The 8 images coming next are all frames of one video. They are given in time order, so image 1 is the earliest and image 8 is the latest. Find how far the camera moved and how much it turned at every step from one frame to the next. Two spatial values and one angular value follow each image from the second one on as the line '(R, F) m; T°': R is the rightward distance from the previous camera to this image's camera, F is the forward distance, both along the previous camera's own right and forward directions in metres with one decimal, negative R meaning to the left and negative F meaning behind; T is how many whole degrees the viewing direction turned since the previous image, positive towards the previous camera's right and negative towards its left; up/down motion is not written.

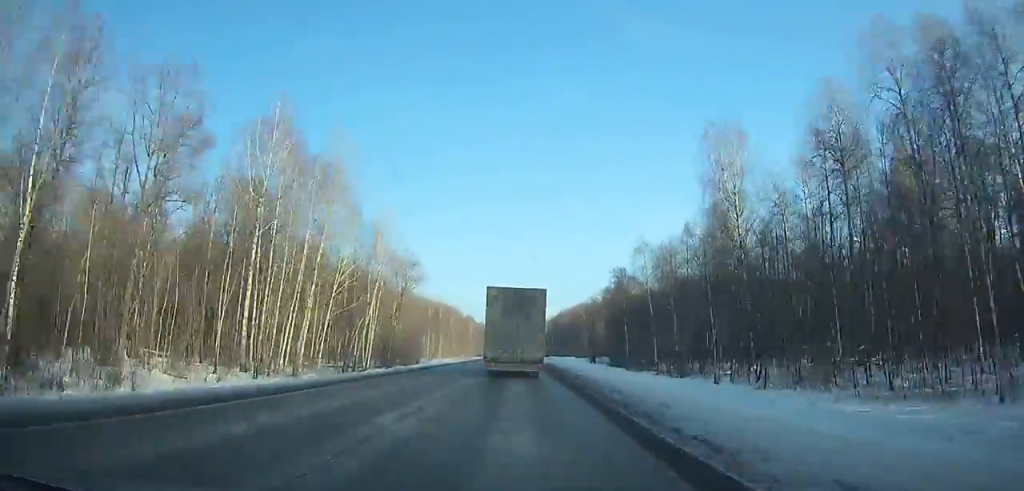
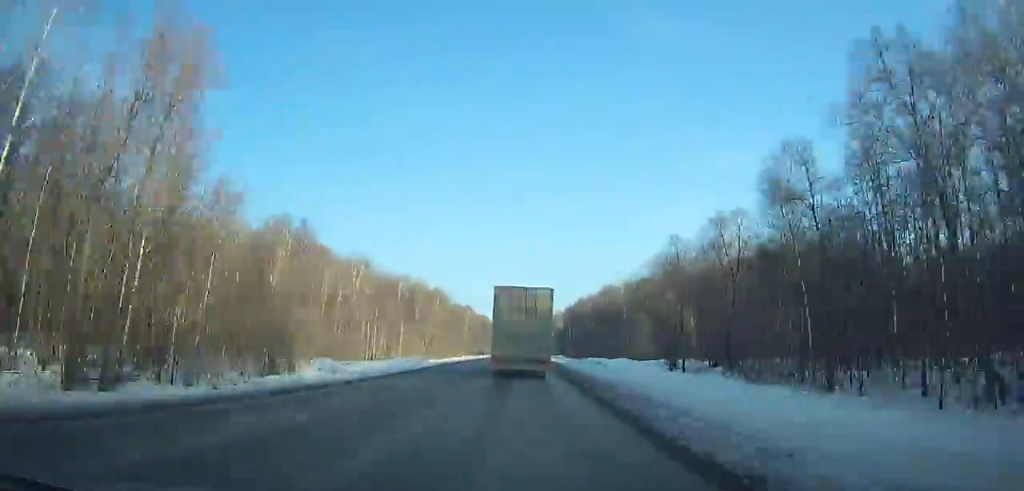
(-0.1, +60.1) m; 0°
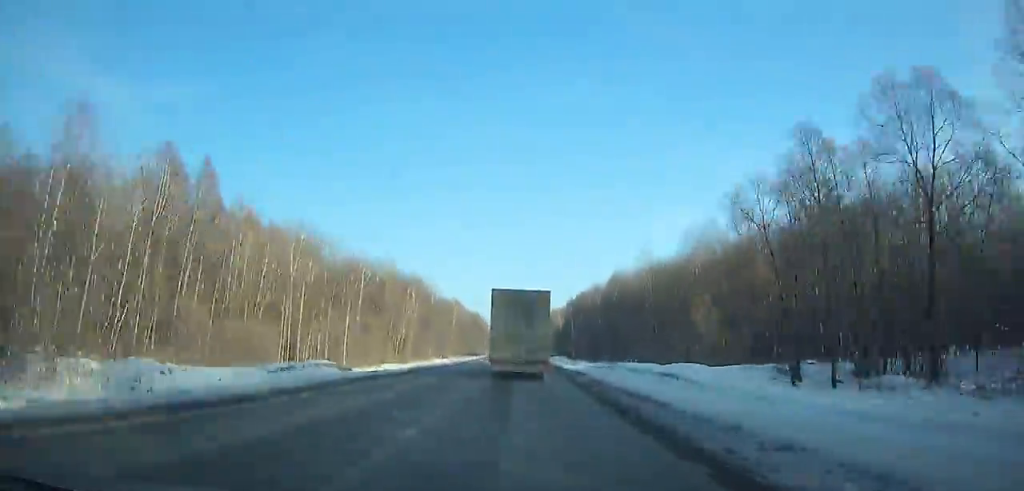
(0.0, +29.2) m; 0°
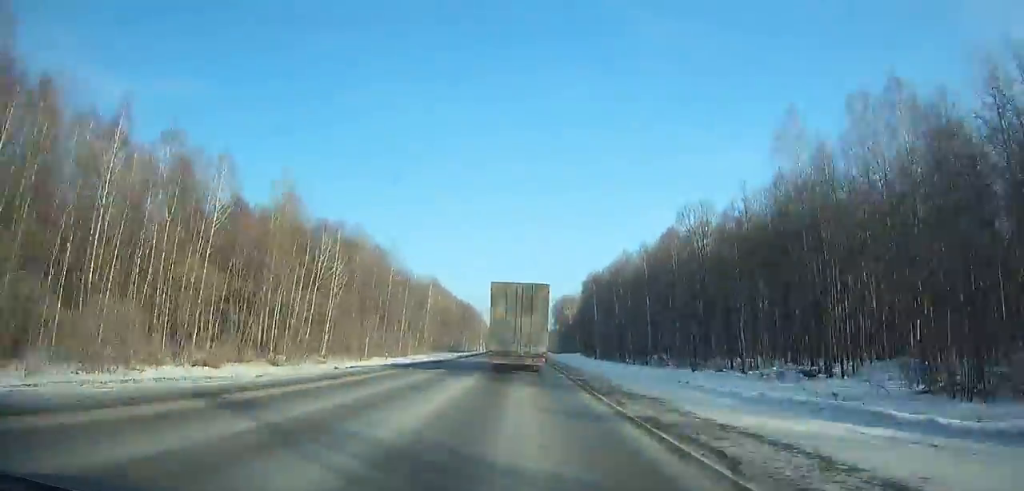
(+0.1, +56.5) m; 0°
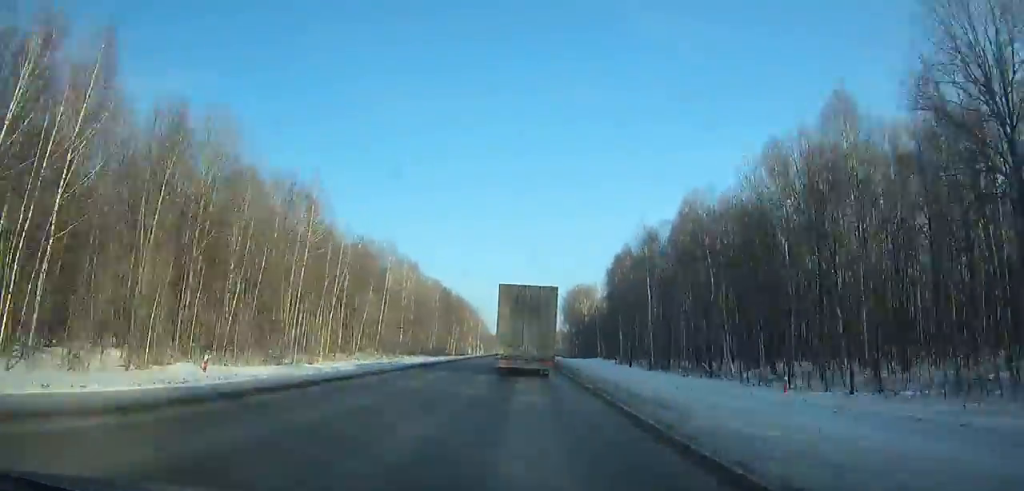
(0.0, +50.3) m; 0°
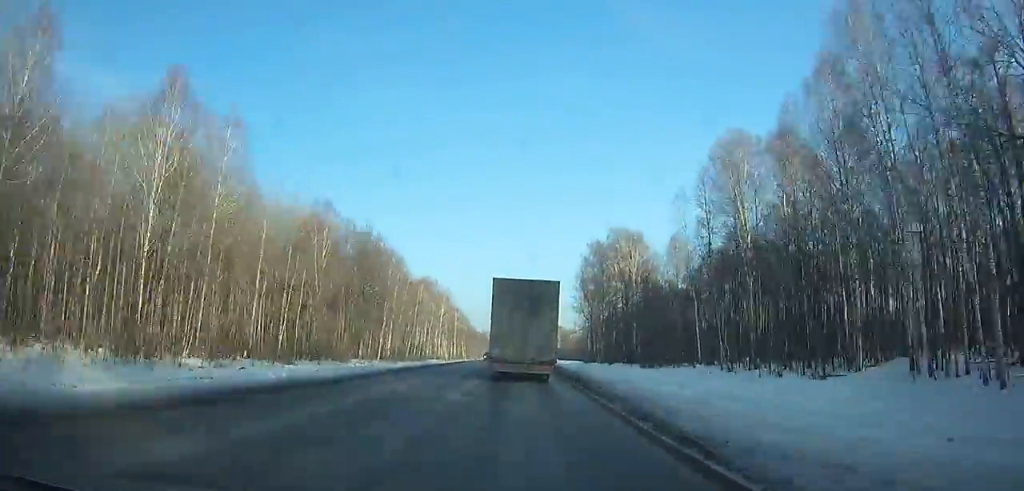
(+0.4, +92.3) m; 0°
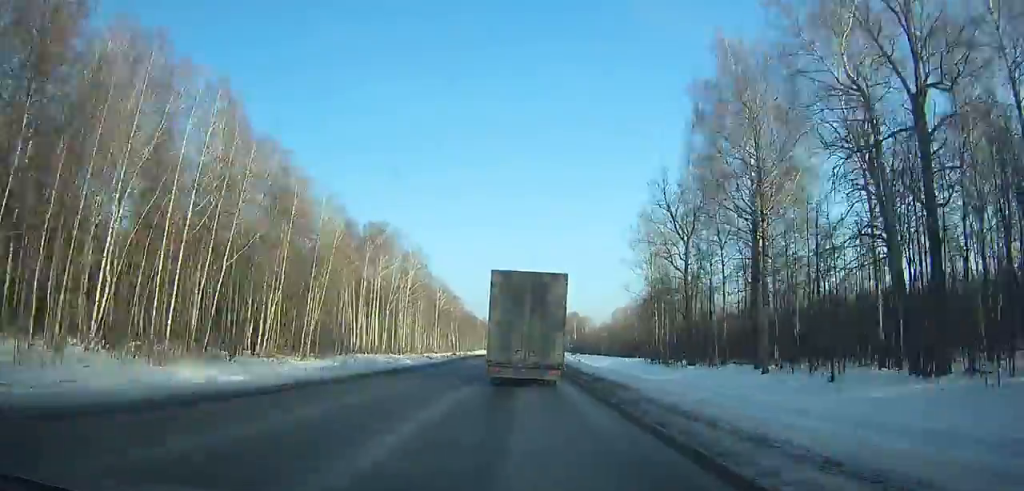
(-0.4, +78.3) m; 0°
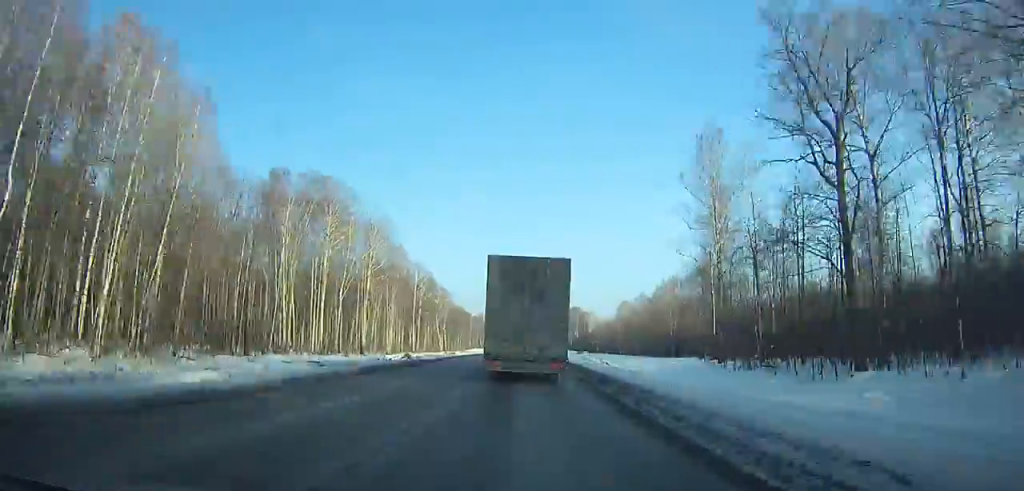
(-0.1, +34.1) m; 0°
